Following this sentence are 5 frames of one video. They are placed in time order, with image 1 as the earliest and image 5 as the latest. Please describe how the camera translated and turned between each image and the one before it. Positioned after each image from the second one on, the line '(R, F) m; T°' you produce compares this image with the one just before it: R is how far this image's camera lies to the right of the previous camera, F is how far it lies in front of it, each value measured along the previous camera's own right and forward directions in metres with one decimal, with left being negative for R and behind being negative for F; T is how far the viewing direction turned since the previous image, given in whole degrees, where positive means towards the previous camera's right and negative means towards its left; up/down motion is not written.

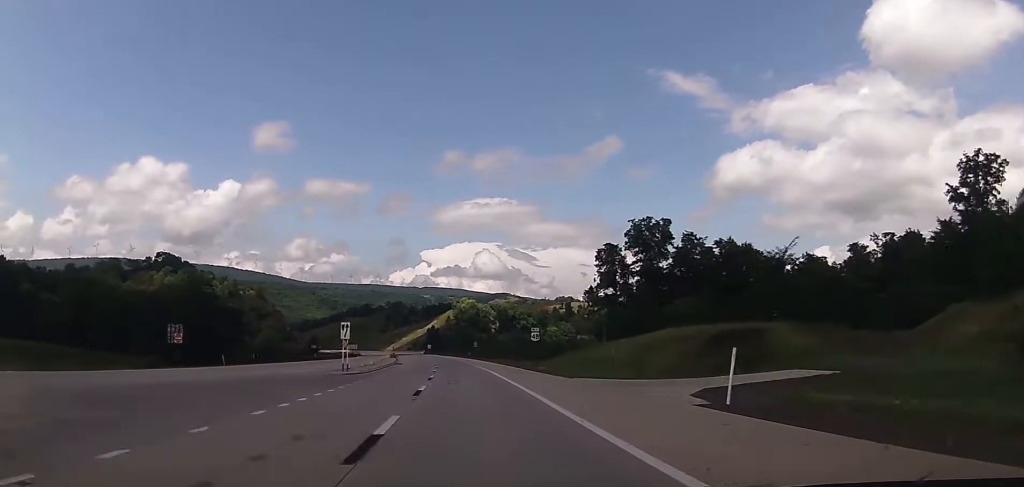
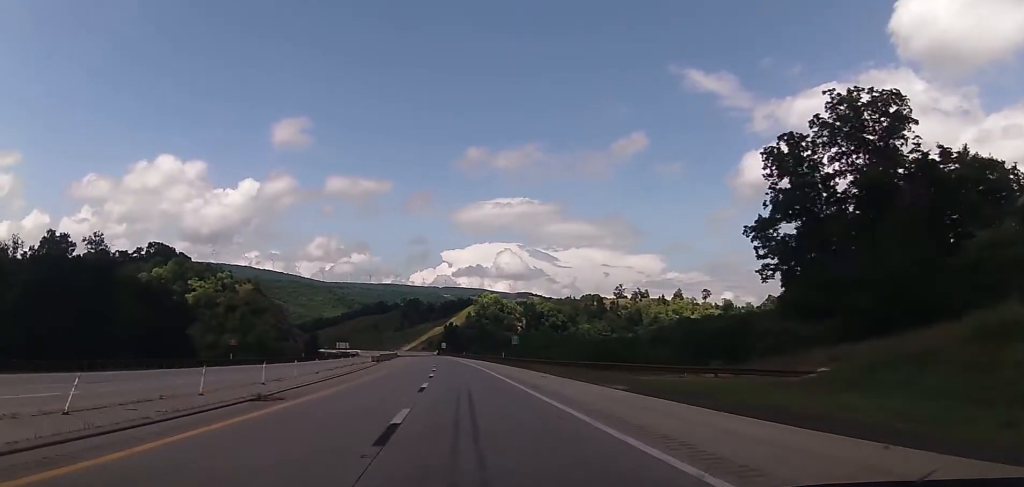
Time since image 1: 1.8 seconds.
(-0.8, +59.9) m; -2°
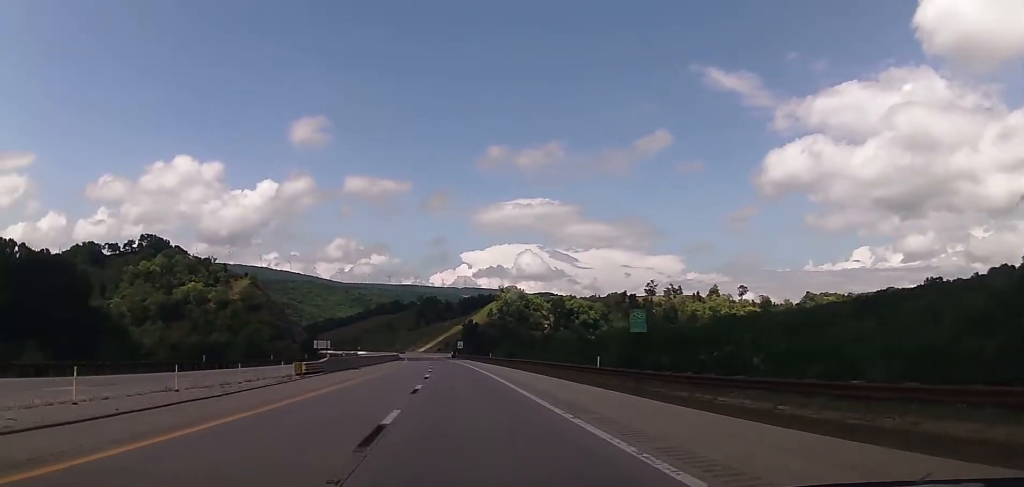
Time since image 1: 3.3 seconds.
(-1.1, +50.9) m; -1°
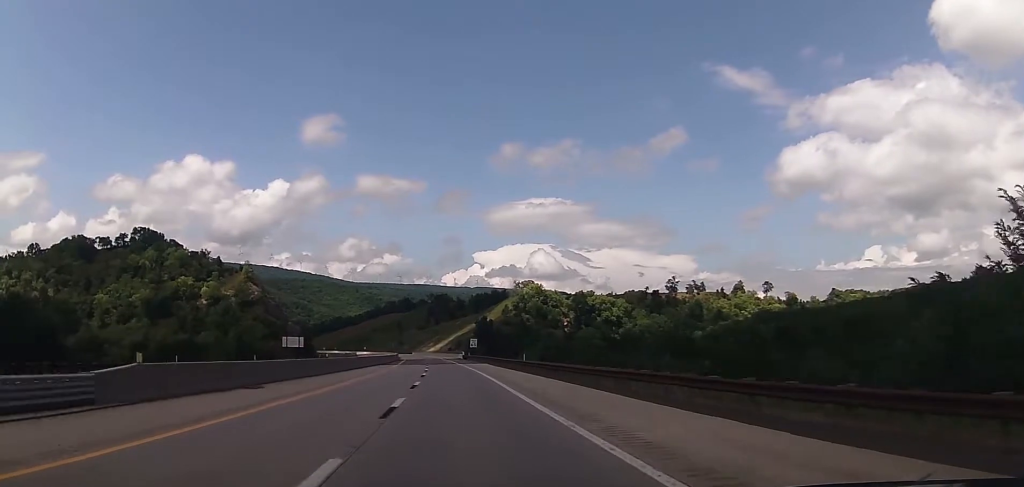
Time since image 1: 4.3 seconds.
(+0.3, +33.2) m; 0°
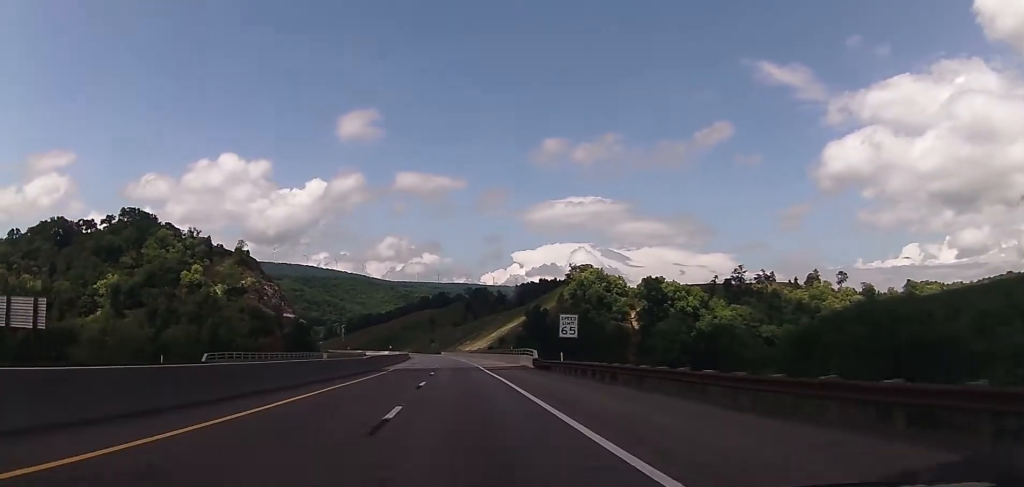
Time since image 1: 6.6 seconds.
(-2.9, +76.1) m; -3°
